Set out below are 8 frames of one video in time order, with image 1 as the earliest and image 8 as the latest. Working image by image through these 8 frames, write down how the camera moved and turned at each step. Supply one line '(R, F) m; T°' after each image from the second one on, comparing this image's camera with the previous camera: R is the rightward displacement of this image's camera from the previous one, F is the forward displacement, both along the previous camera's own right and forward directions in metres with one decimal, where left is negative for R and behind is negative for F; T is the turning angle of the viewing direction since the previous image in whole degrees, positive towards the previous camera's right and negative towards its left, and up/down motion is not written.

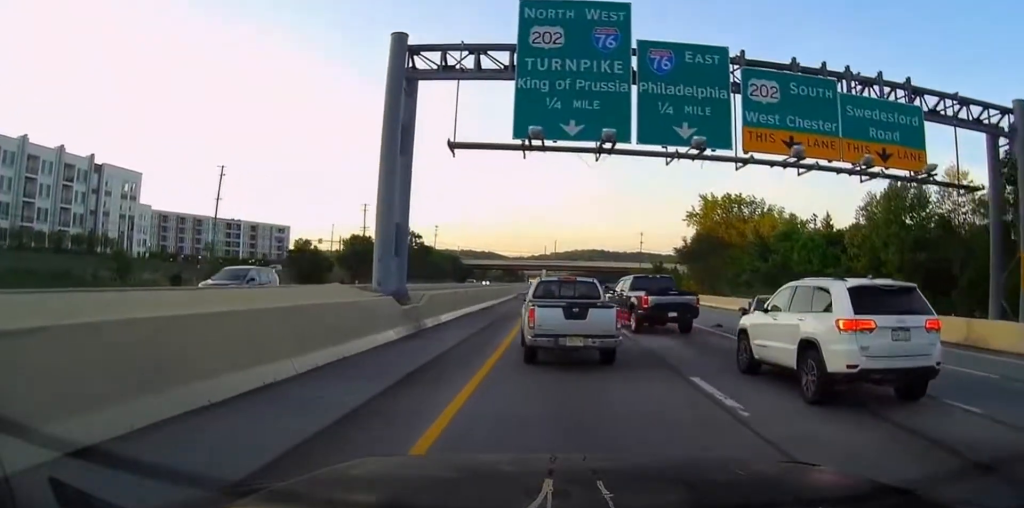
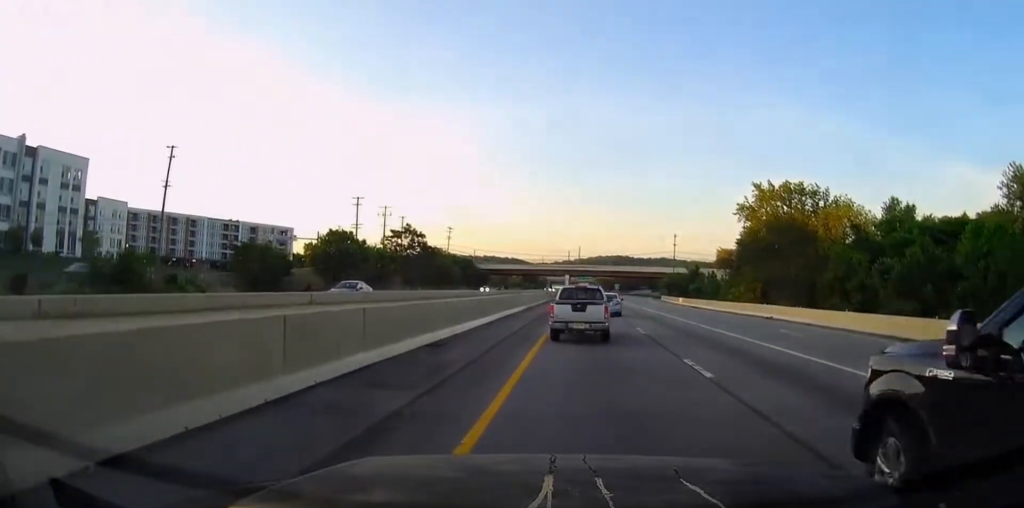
(-0.3, +21.9) m; -1°
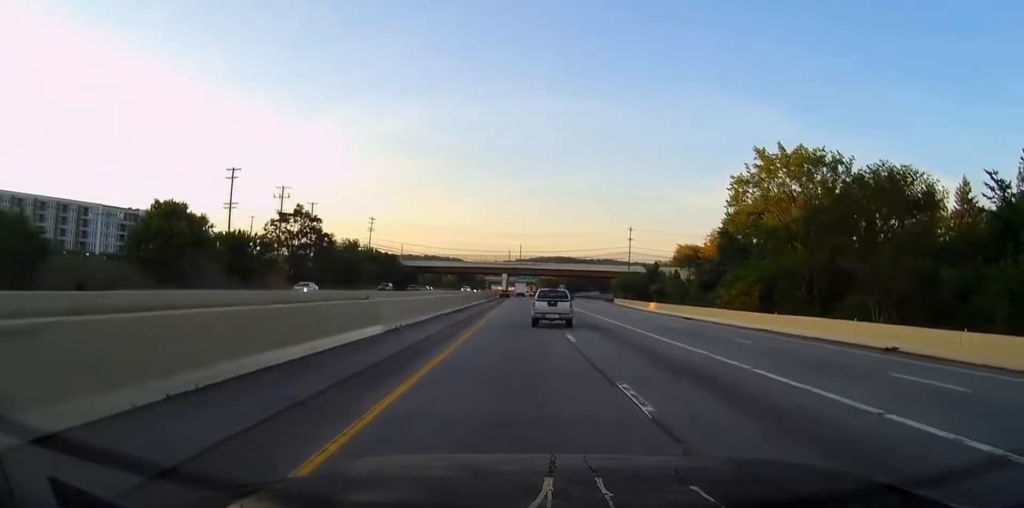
(+0.7, +26.6) m; +3°
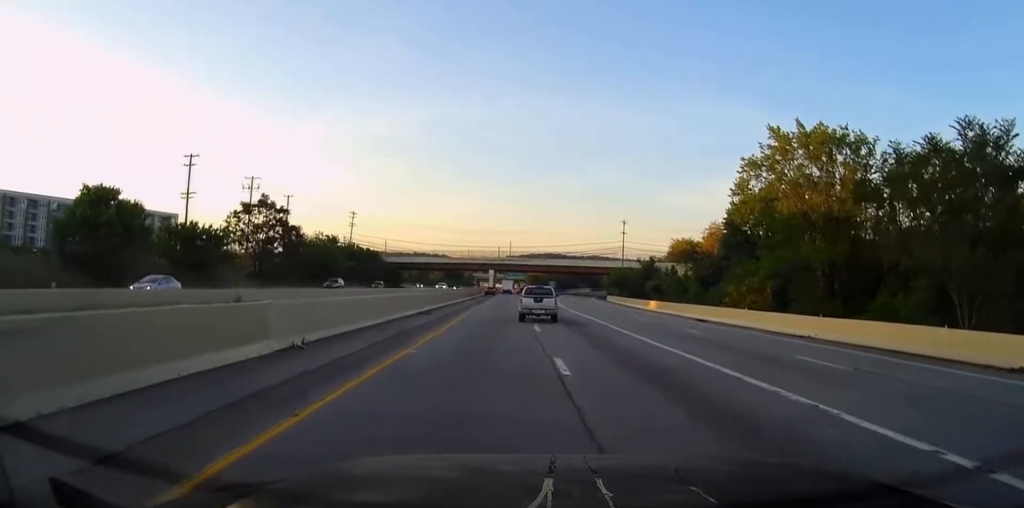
(0.0, +8.7) m; +1°
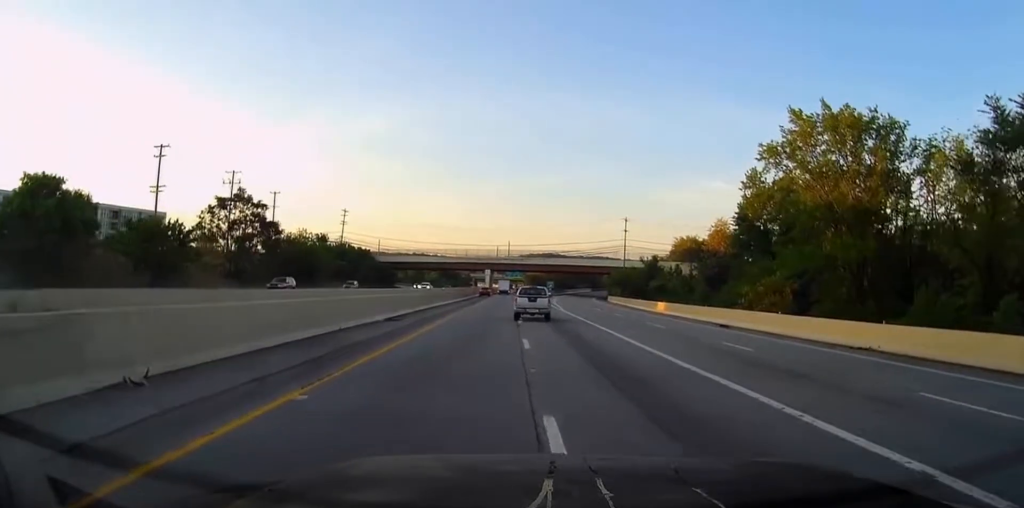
(+0.1, +6.5) m; 0°
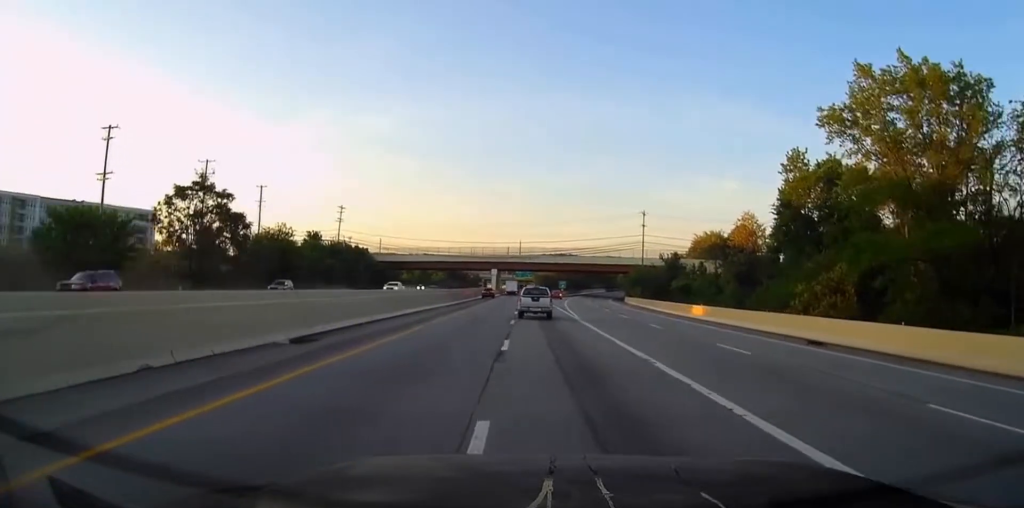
(+0.2, +12.5) m; 0°
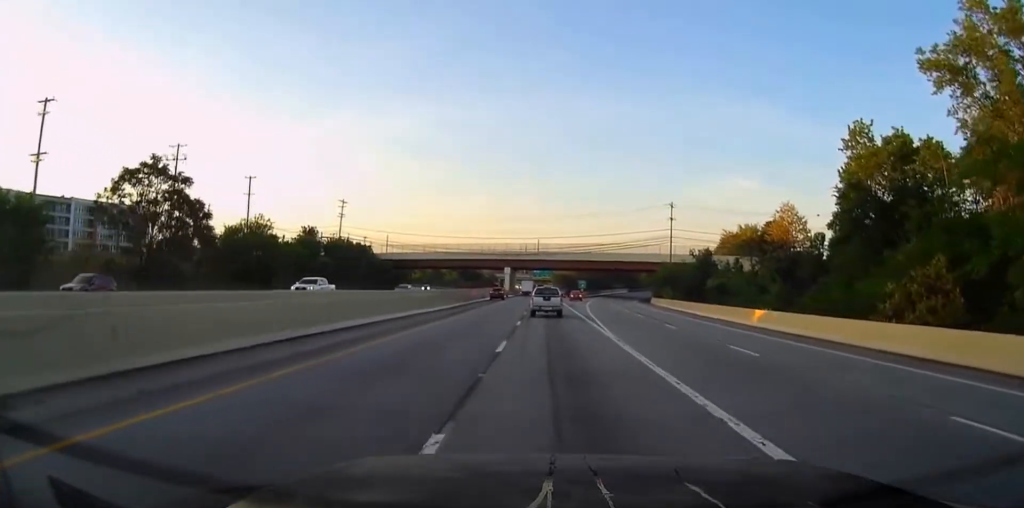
(-0.1, +12.7) m; -2°
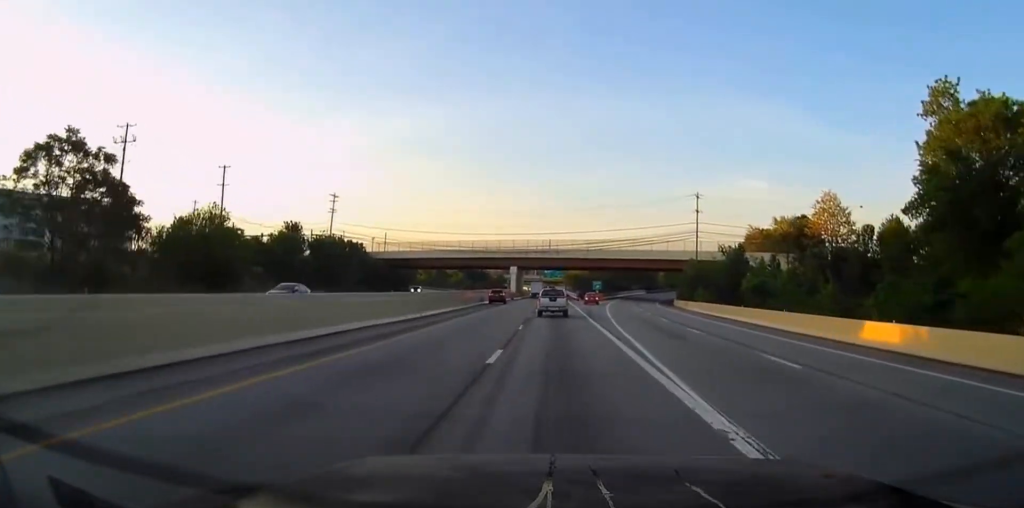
(-0.3, +14.4) m; -1°
